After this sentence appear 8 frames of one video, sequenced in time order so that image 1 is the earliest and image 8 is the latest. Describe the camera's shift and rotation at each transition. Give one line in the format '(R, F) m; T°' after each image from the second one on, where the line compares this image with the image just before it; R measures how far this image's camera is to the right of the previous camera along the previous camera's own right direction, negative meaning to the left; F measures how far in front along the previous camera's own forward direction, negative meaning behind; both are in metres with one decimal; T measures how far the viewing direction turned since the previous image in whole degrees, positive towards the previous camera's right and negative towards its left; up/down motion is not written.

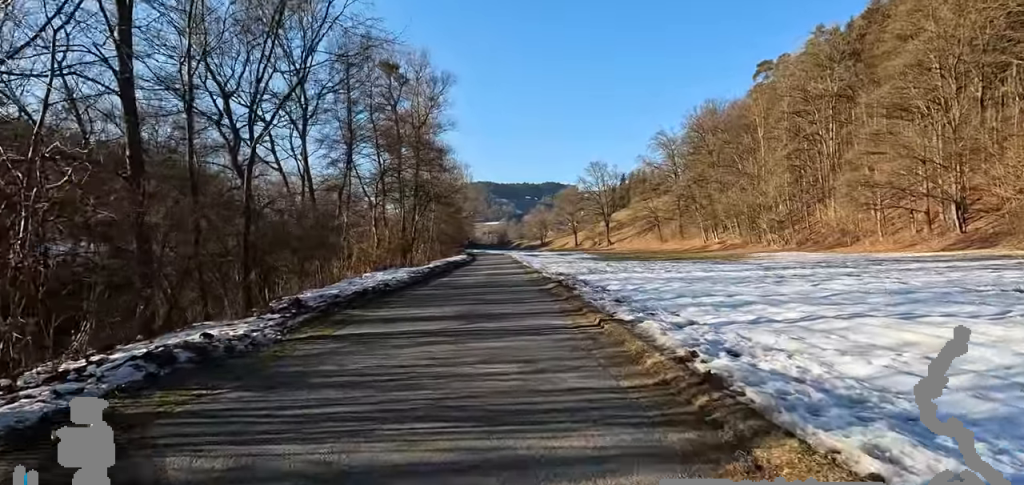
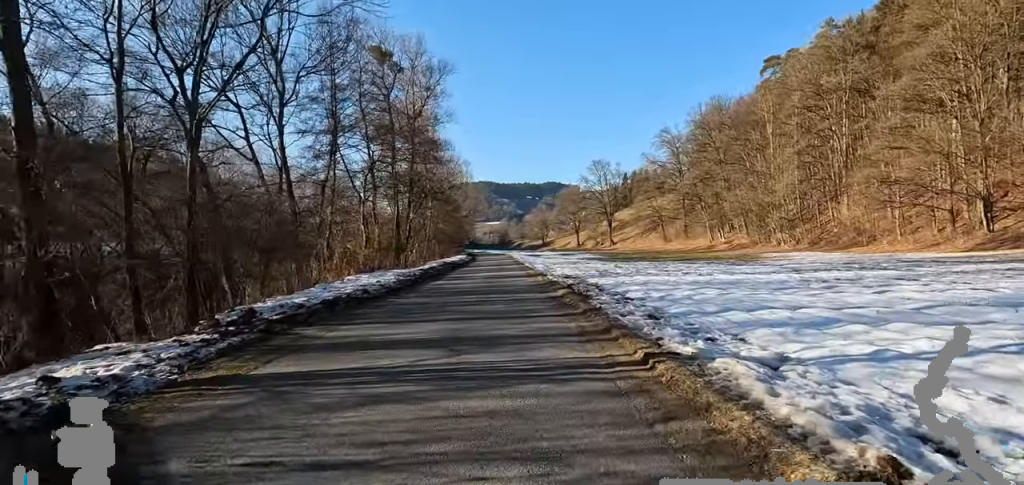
(0.0, +2.5) m; 0°
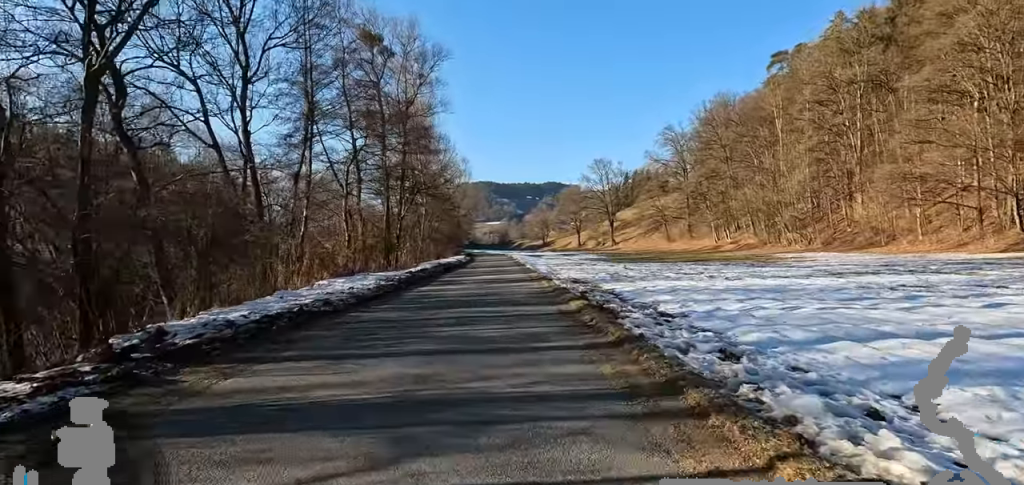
(0.0, +2.9) m; 0°
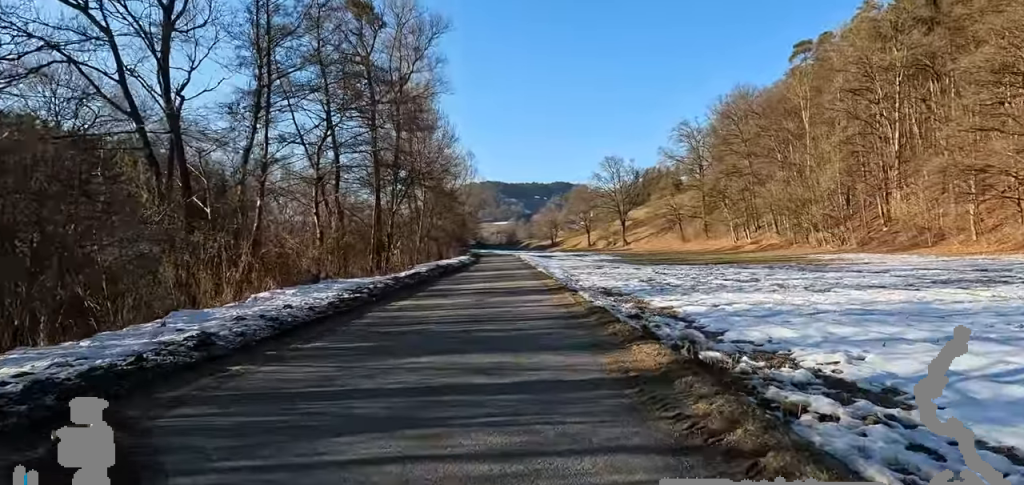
(0.0, +4.6) m; 0°
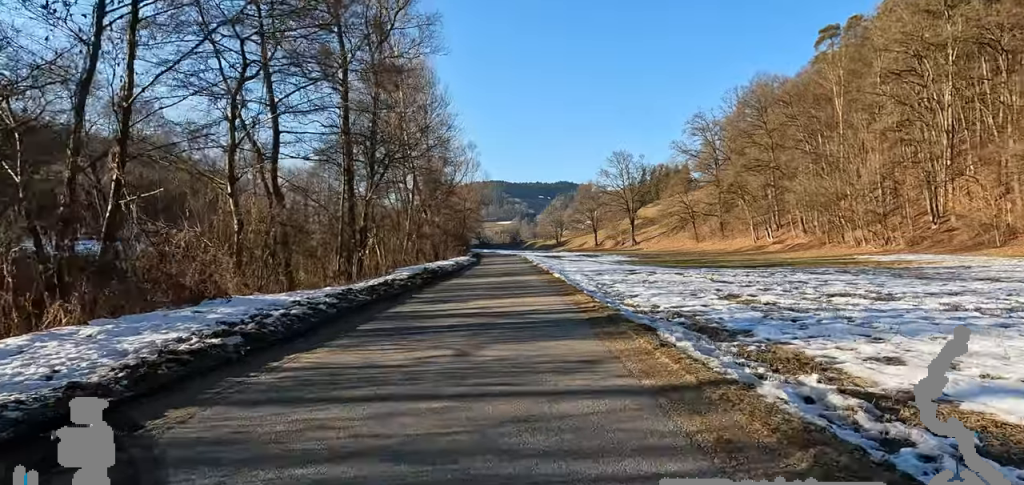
(0.0, +6.4) m; 0°
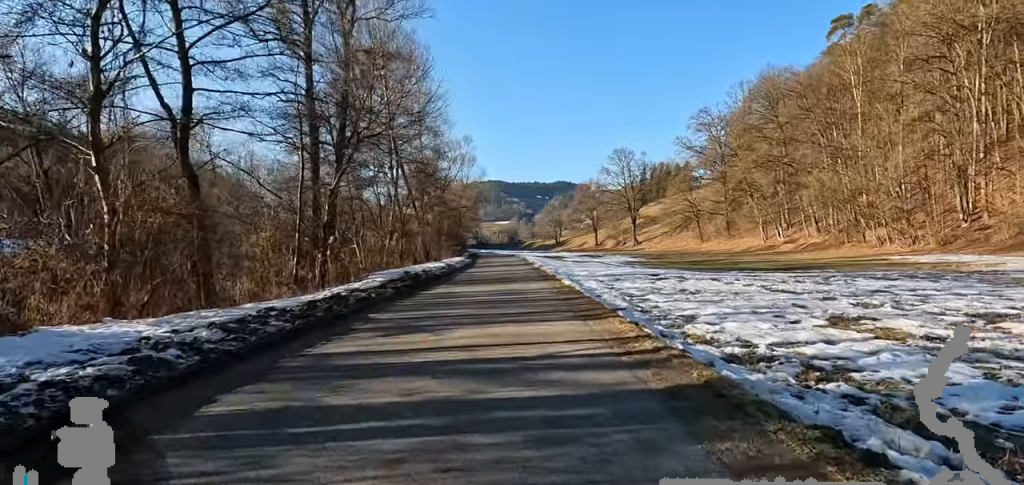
(0.0, +4.2) m; 0°
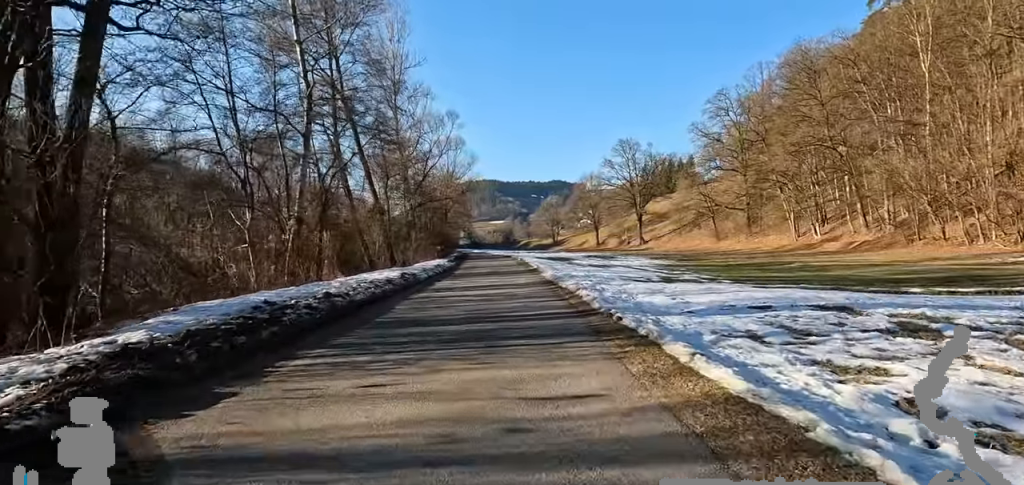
(0.0, +11.8) m; 0°
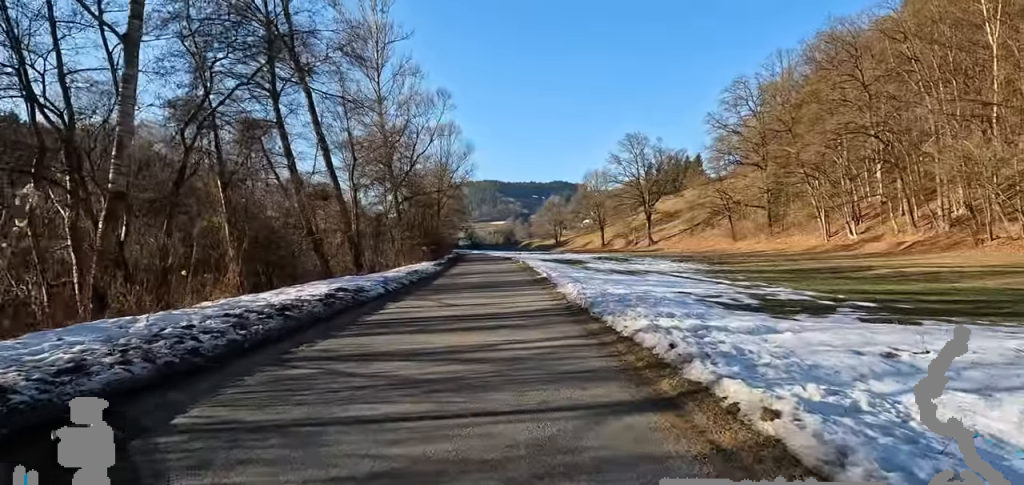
(0.0, +7.4) m; 0°
